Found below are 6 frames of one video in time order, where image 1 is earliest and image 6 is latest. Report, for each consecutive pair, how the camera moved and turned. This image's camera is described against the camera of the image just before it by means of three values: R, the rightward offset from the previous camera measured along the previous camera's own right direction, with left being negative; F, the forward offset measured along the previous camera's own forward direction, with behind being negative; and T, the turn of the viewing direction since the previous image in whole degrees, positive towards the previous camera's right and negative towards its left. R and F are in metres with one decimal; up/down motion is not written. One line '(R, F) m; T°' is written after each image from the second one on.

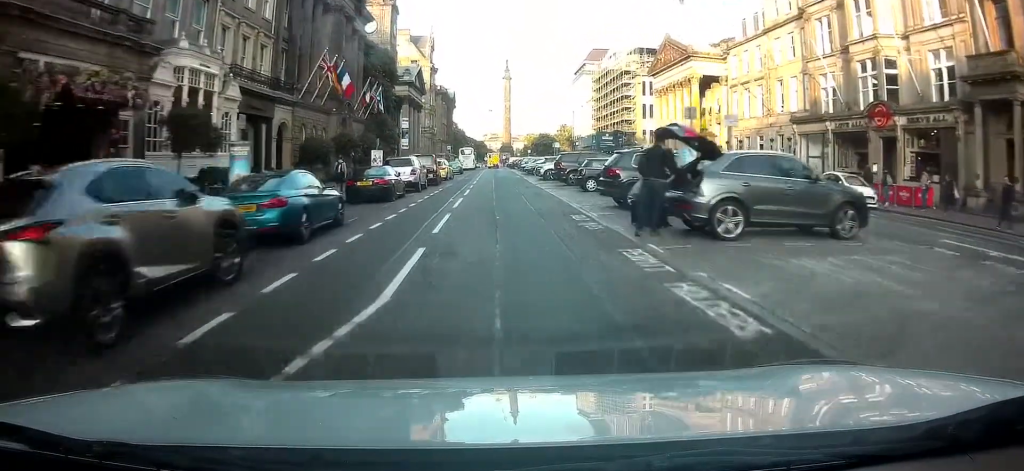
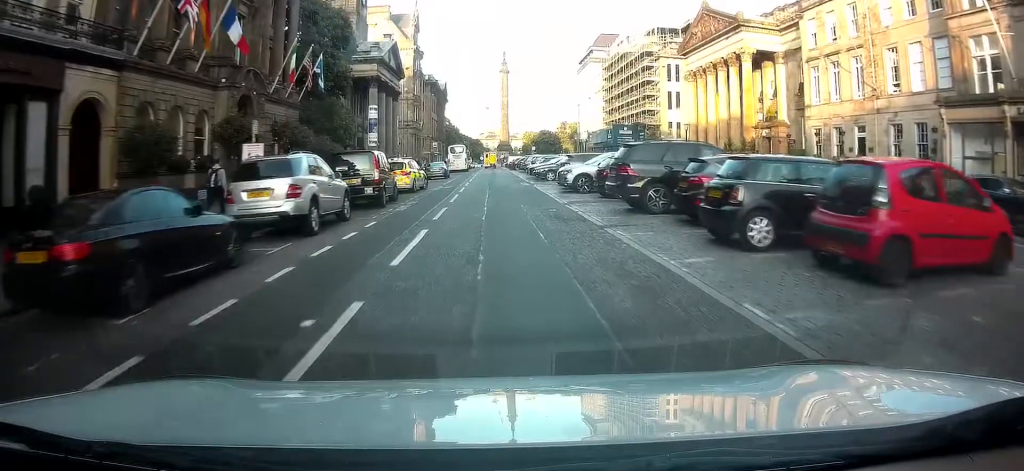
(0.0, +15.1) m; 0°
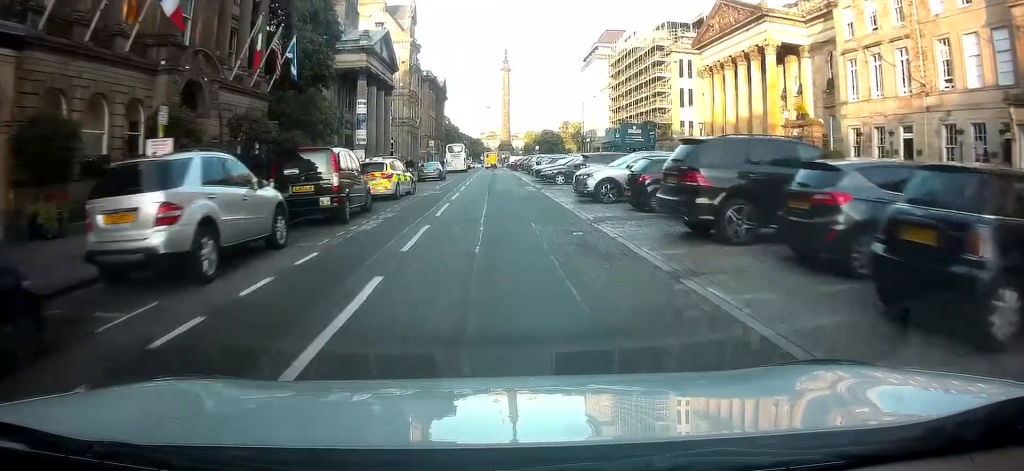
(-0.1, +4.8) m; 0°
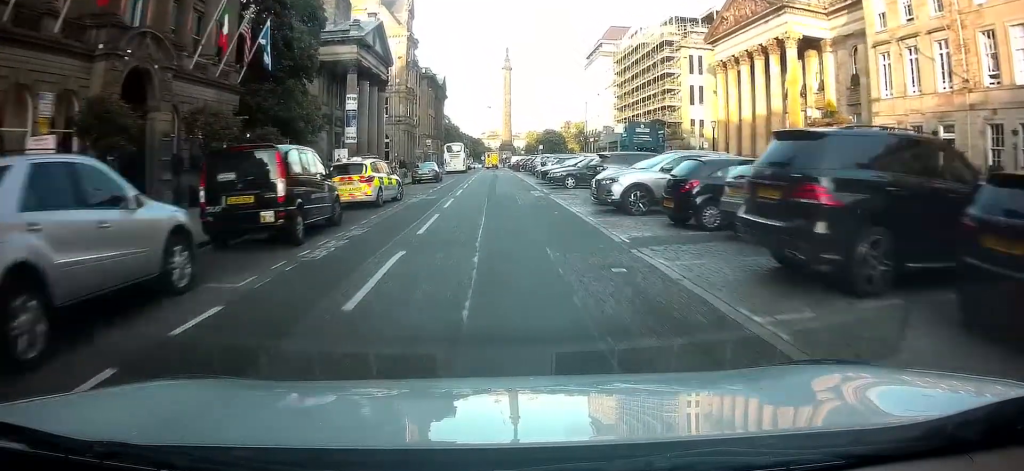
(+0.1, +3.7) m; 0°
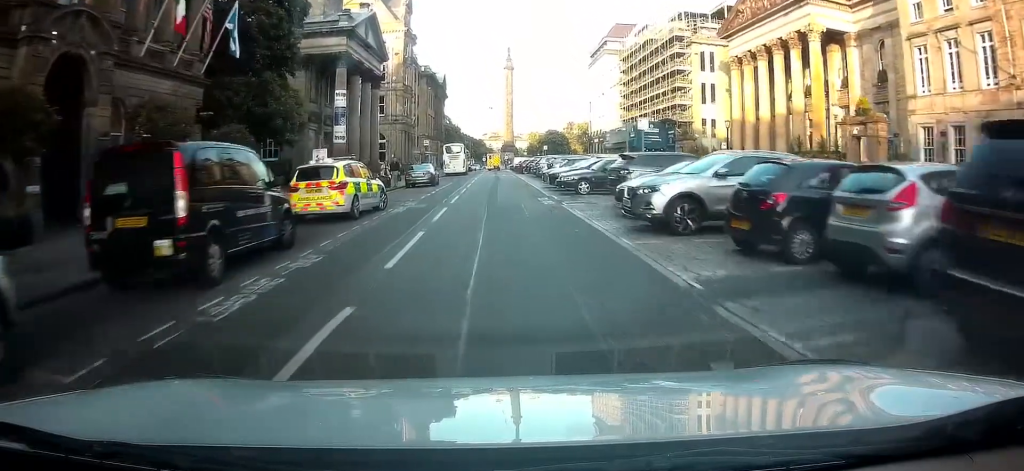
(+0.1, +3.6) m; -1°
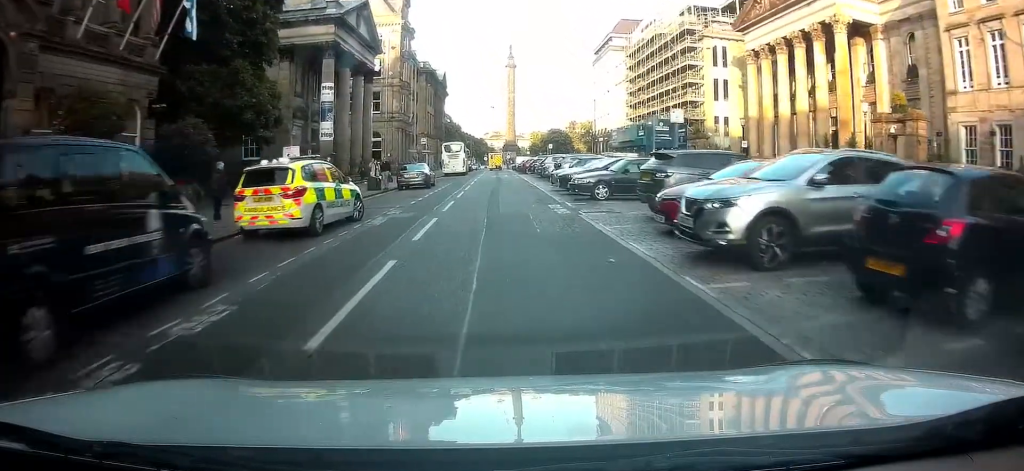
(-0.1, +3.6) m; -1°
